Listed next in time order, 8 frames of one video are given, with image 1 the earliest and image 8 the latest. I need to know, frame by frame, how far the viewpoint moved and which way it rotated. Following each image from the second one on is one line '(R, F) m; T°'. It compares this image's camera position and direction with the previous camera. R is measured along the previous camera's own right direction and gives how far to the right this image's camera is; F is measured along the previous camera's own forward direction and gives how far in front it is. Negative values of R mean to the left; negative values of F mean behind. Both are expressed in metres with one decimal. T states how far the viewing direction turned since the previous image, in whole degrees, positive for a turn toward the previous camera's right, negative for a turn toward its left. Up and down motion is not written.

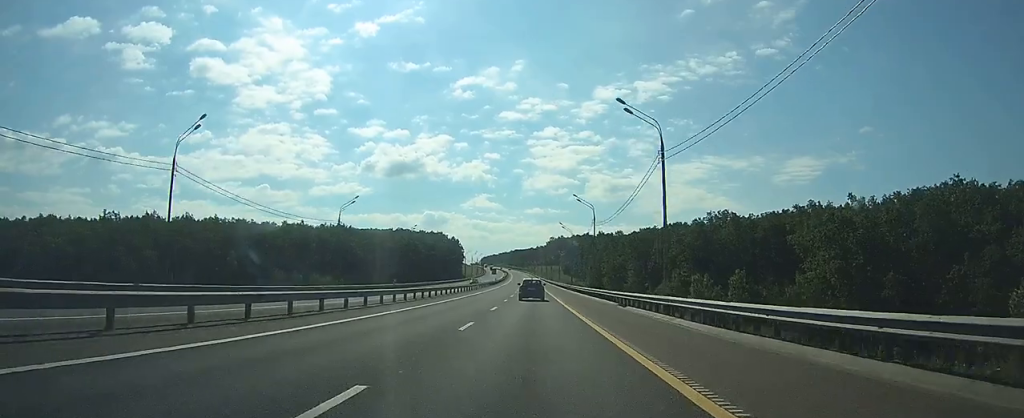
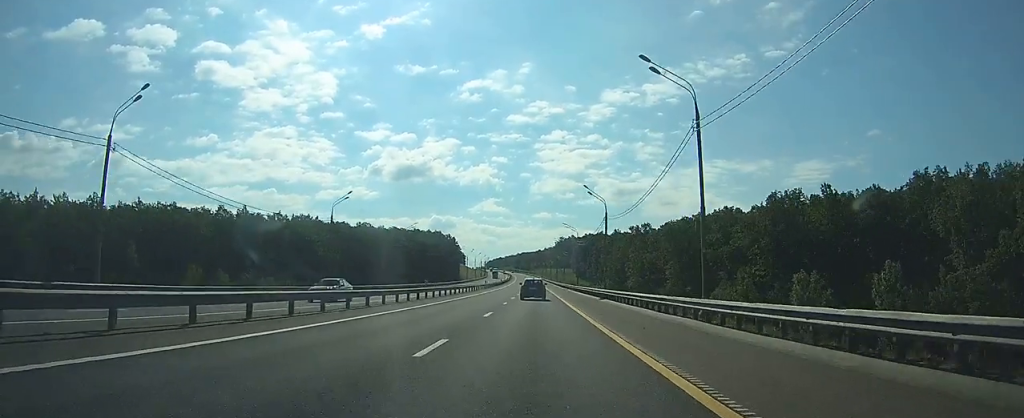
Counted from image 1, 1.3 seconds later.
(-0.2, +41.7) m; -1°
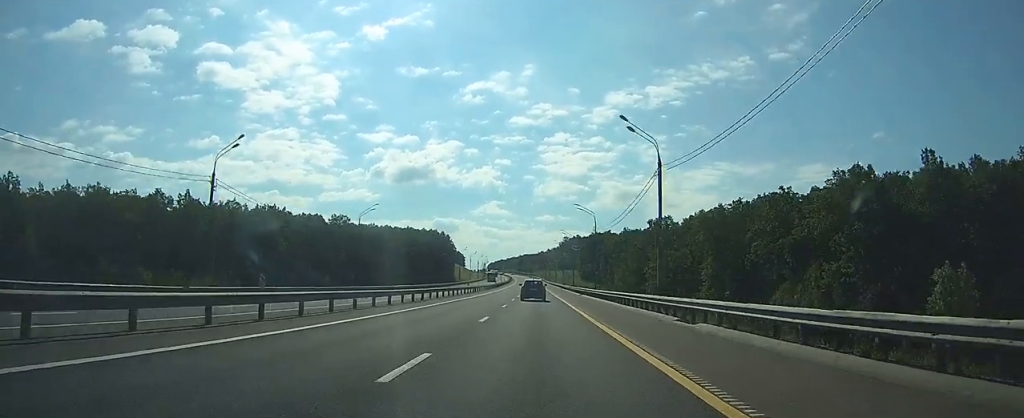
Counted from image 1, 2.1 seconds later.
(-0.1, +26.2) m; 0°
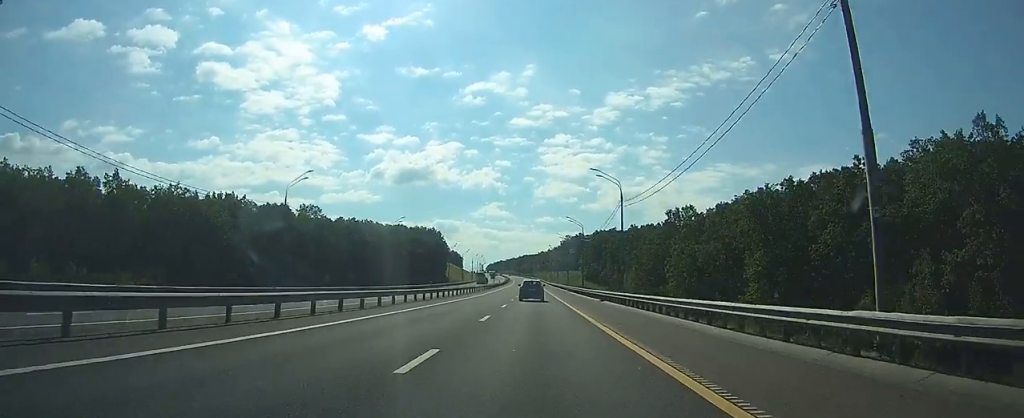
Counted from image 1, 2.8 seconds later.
(-0.1, +22.9) m; 0°
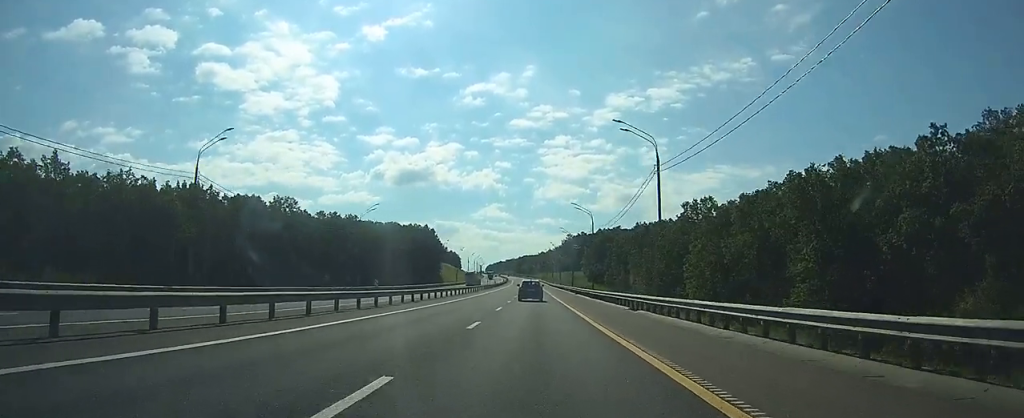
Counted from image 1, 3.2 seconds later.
(-0.1, +15.2) m; 0°
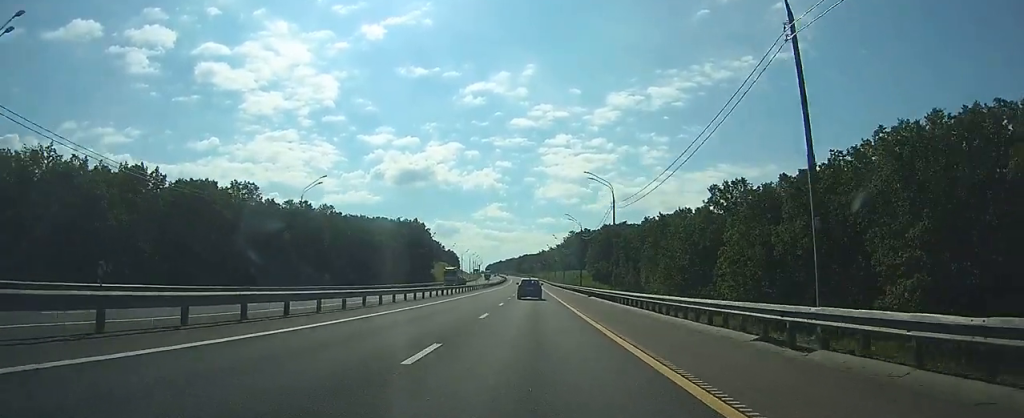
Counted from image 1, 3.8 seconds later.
(0.0, +19.5) m; 0°
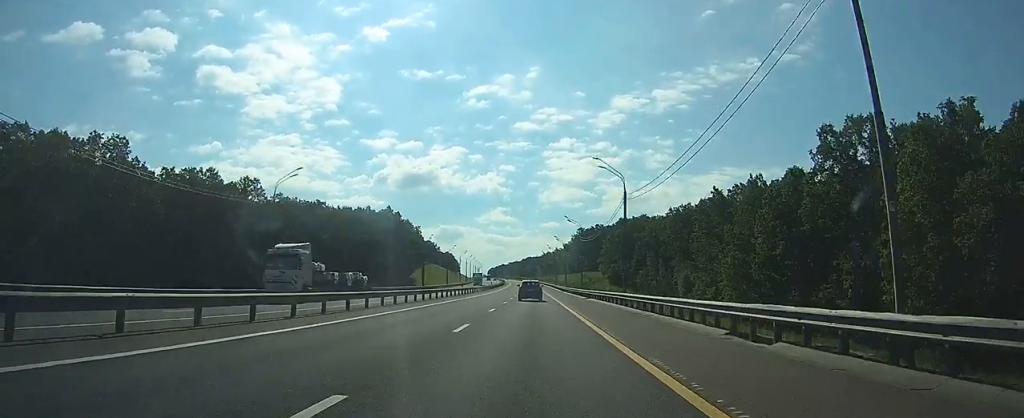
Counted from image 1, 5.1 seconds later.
(0.0, +41.0) m; 0°
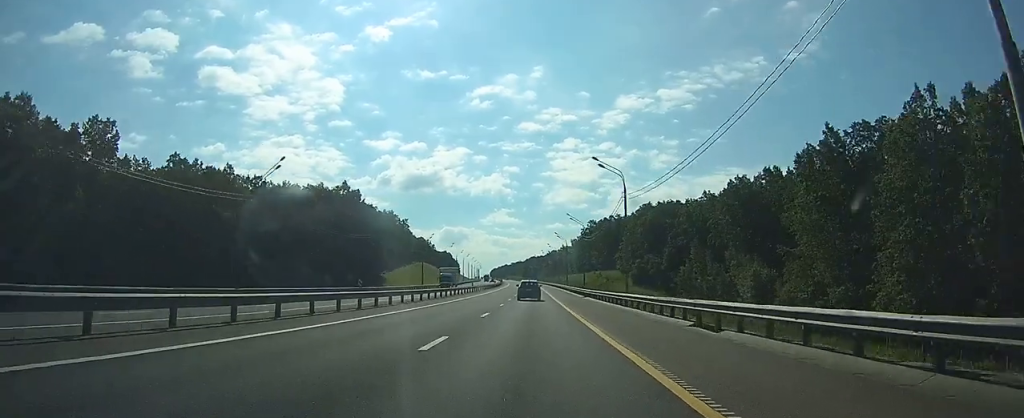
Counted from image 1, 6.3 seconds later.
(-0.1, +39.7) m; -1°
